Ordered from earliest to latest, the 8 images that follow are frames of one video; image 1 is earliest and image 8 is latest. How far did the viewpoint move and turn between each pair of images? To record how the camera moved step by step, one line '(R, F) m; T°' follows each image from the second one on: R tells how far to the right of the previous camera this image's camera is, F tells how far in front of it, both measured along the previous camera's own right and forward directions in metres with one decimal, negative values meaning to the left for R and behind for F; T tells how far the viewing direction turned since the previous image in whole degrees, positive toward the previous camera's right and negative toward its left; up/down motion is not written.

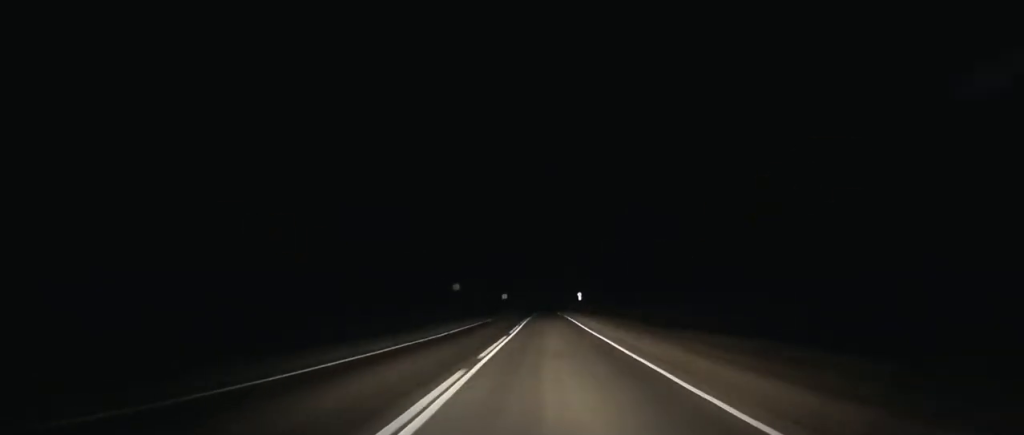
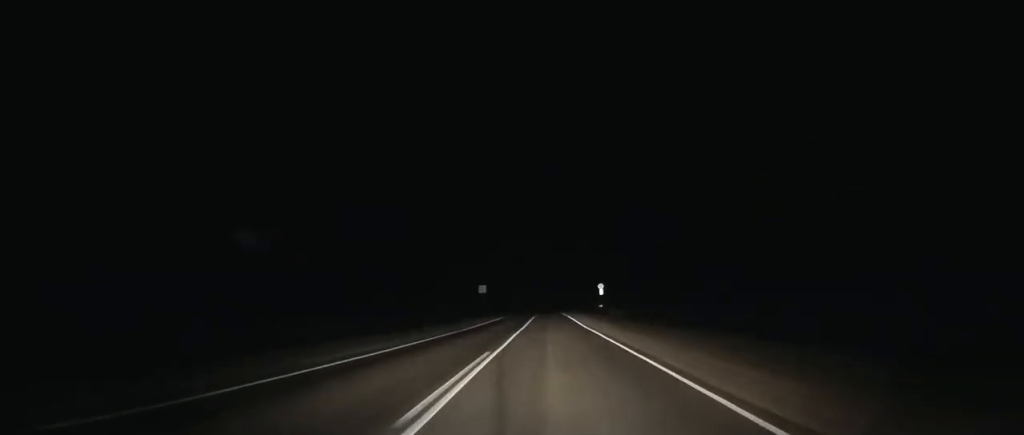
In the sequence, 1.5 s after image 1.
(0.0, +40.7) m; 0°
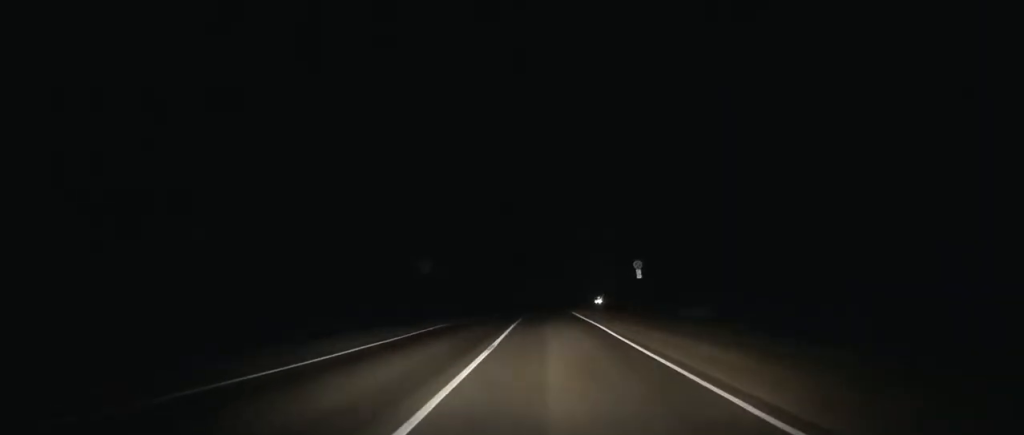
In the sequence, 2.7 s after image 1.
(-0.1, +32.4) m; 0°
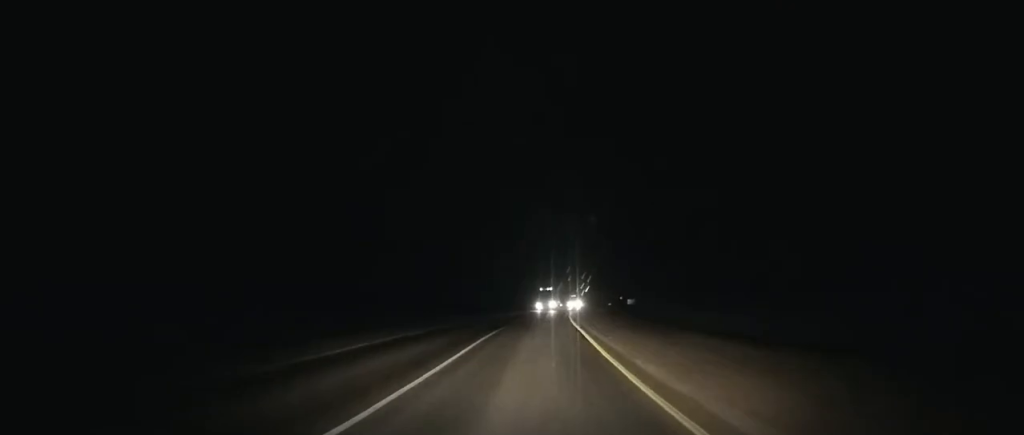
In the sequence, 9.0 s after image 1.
(+3.9, +155.3) m; +4°
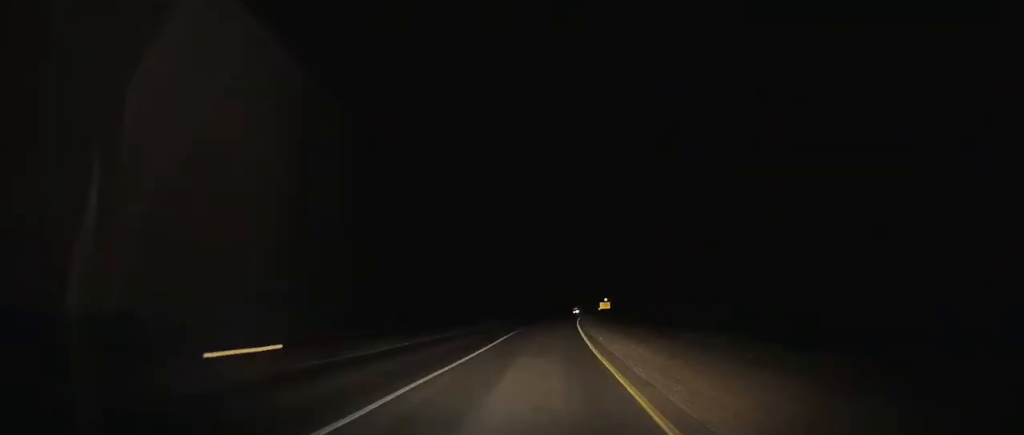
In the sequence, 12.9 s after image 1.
(+2.7, +86.9) m; +4°
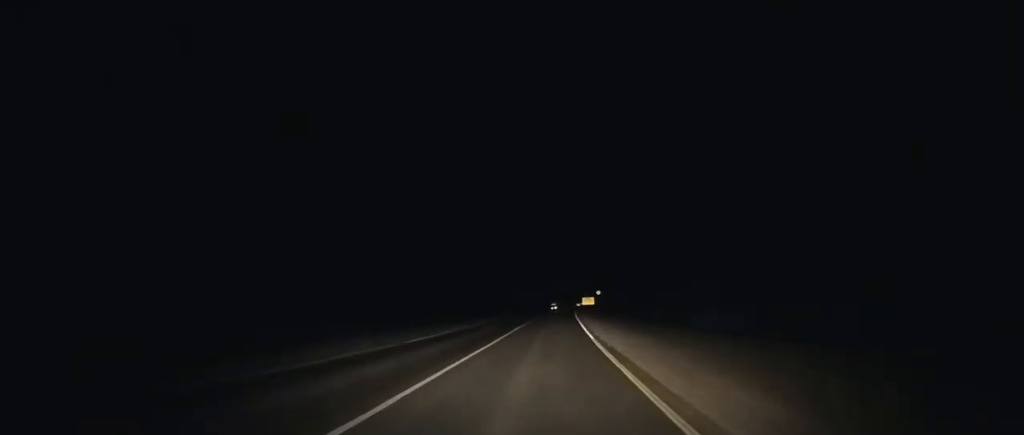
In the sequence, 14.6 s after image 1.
(+1.2, +38.4) m; +2°
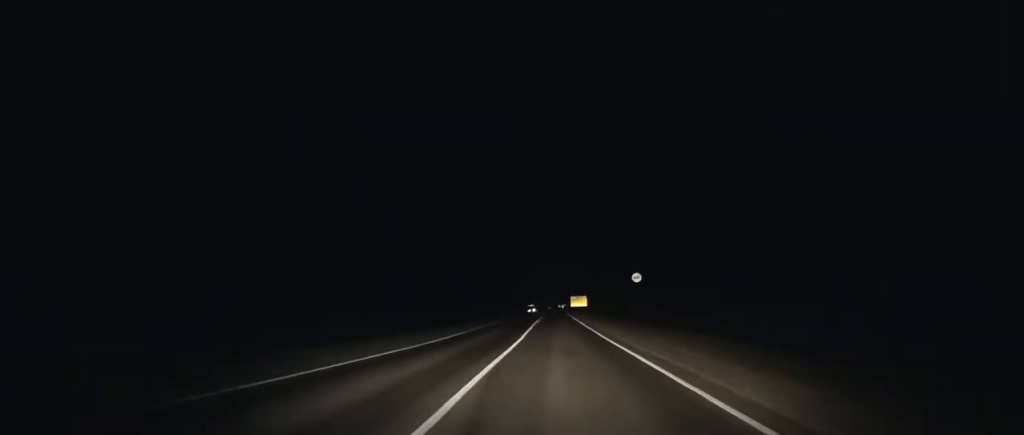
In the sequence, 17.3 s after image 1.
(+1.3, +64.5) m; +2°
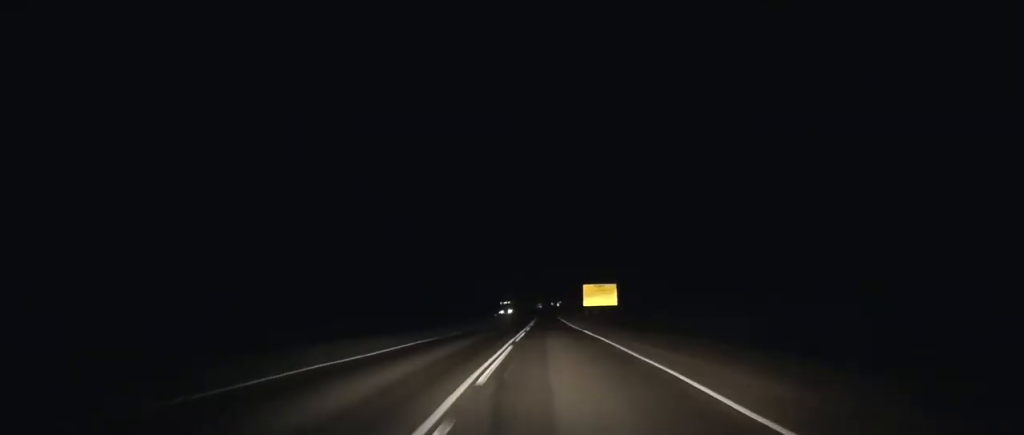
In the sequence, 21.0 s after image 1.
(+1.4, +93.7) m; +1°
